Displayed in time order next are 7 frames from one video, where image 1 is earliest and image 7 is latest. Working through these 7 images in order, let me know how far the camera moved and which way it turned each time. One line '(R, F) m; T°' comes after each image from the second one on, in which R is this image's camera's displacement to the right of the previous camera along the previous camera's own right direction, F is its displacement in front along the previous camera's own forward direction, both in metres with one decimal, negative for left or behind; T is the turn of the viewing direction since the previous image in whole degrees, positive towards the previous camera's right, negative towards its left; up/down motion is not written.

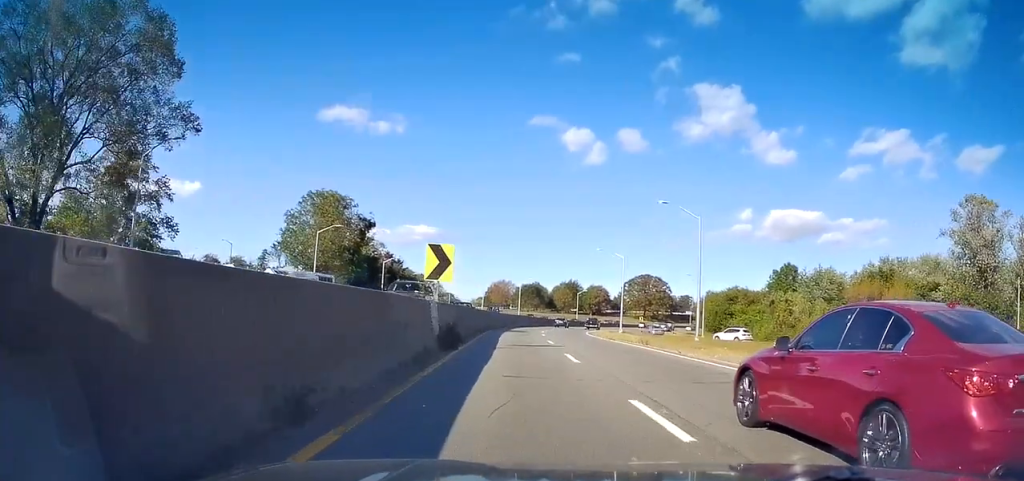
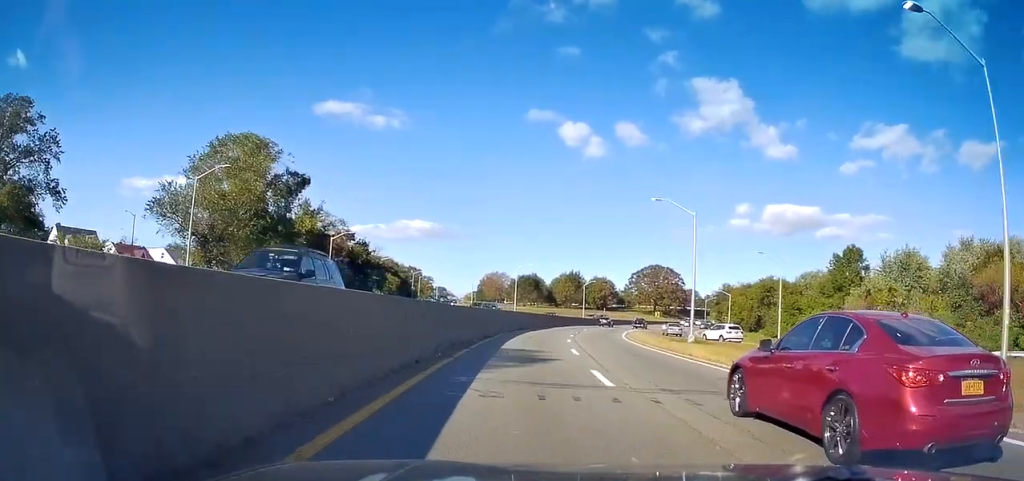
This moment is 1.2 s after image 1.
(+0.1, +27.1) m; -2°
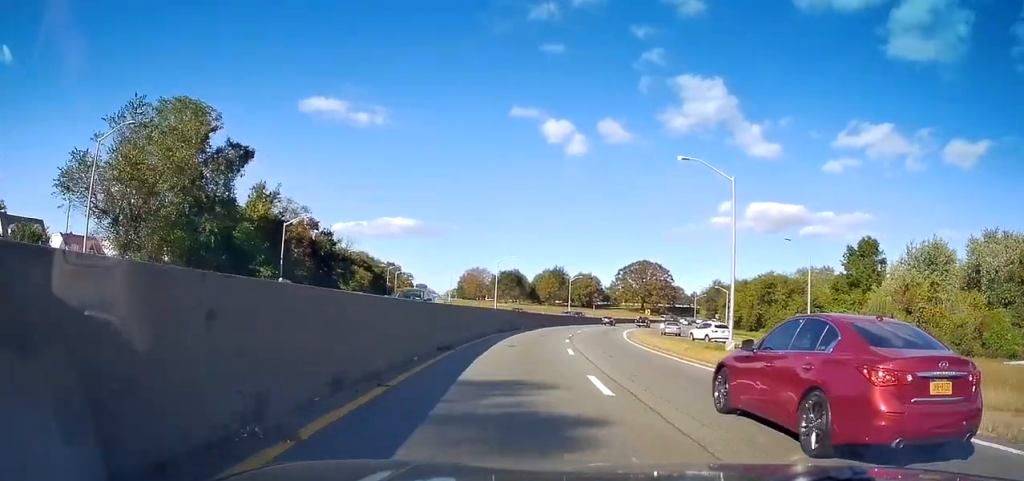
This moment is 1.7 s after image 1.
(-0.4, +10.1) m; 0°
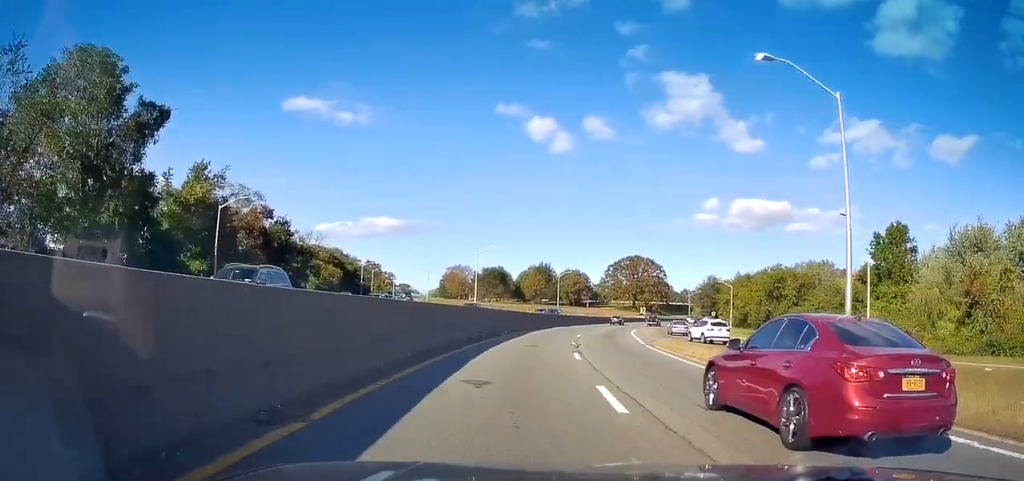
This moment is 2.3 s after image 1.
(-0.4, +11.9) m; 0°
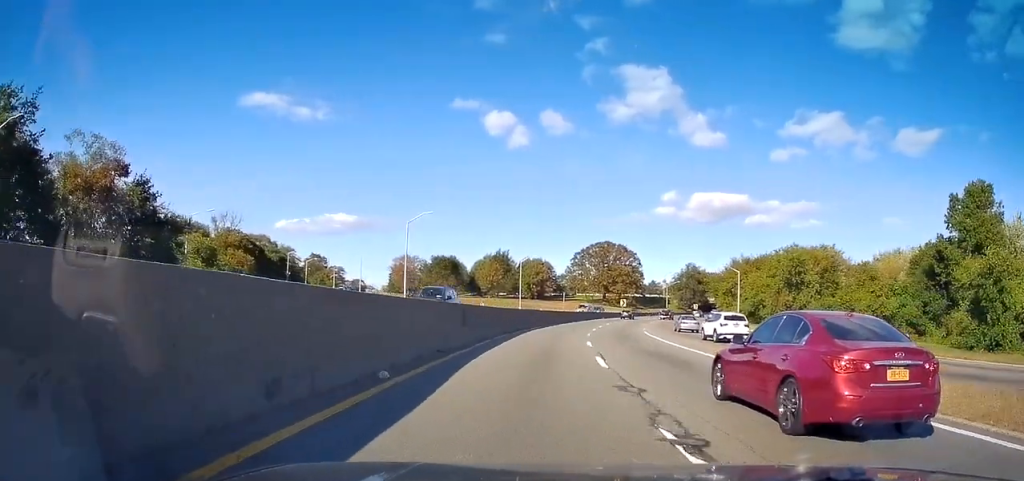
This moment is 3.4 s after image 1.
(+0.8, +24.6) m; +2°
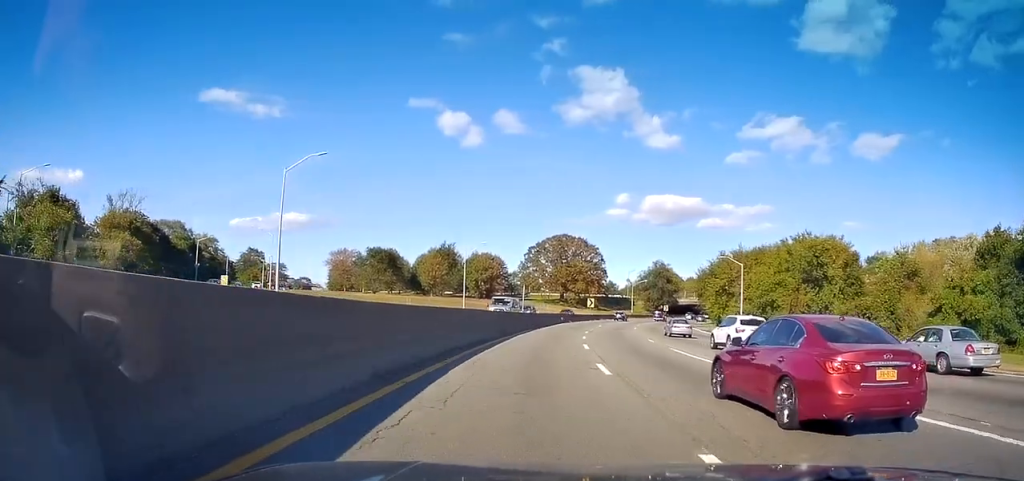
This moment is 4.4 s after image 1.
(-0.1, +20.3) m; +4°
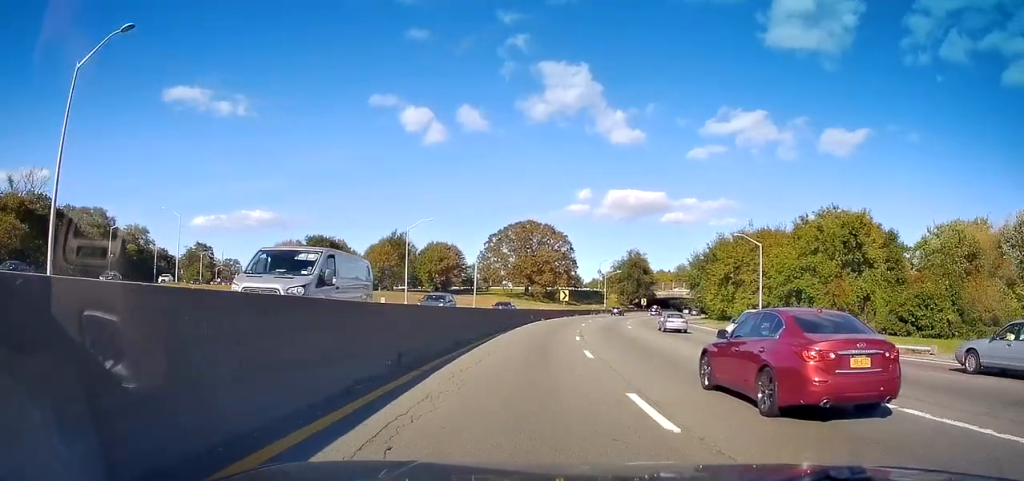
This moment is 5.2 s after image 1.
(+1.0, +16.8) m; +6°
